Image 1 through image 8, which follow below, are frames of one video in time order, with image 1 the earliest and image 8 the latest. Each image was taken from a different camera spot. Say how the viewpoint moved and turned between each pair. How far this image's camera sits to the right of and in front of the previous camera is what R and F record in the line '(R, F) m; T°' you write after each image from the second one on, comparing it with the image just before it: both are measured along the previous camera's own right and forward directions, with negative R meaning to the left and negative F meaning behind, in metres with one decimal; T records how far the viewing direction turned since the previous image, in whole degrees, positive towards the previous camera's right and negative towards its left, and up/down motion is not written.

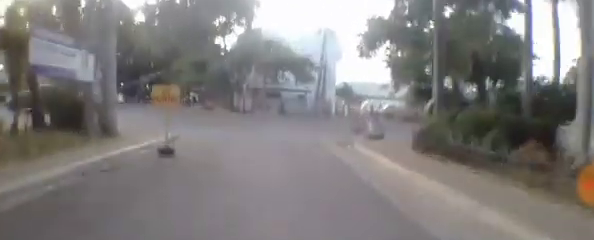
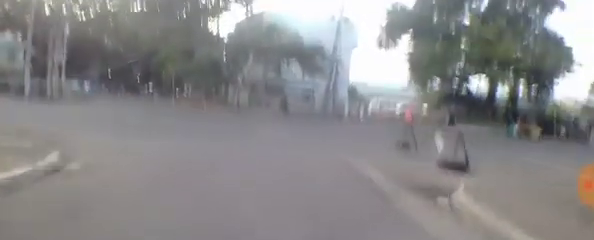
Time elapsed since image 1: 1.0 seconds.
(+0.1, +6.8) m; -7°
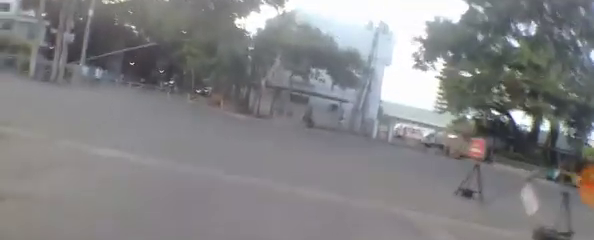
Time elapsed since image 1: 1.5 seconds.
(-0.2, +3.1) m; -10°
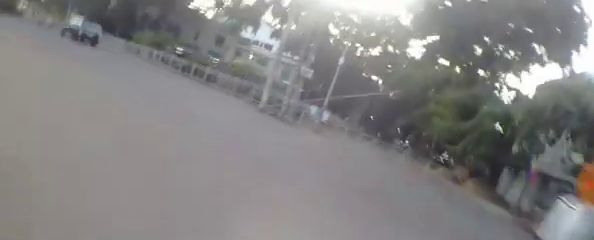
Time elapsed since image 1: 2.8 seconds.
(-1.2, +5.8) m; -14°
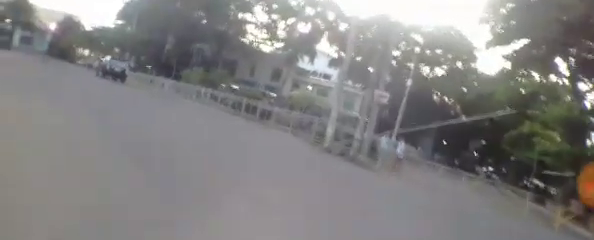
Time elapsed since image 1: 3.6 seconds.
(+0.3, +4.1) m; -17°
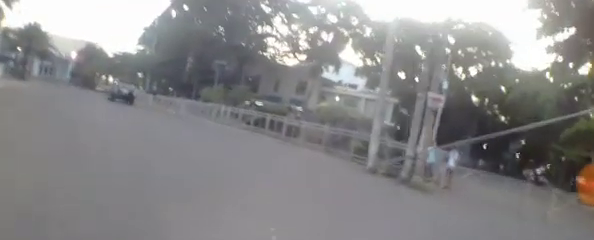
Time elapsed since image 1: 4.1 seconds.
(-0.6, +2.4) m; -11°
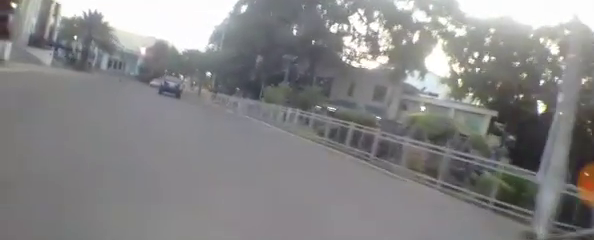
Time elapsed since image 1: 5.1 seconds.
(-1.3, +5.1) m; -17°
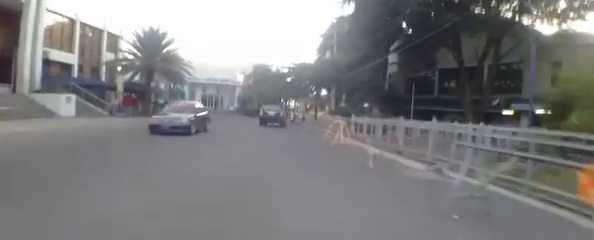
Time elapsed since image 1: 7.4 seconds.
(-2.9, +15.9) m; -18°
